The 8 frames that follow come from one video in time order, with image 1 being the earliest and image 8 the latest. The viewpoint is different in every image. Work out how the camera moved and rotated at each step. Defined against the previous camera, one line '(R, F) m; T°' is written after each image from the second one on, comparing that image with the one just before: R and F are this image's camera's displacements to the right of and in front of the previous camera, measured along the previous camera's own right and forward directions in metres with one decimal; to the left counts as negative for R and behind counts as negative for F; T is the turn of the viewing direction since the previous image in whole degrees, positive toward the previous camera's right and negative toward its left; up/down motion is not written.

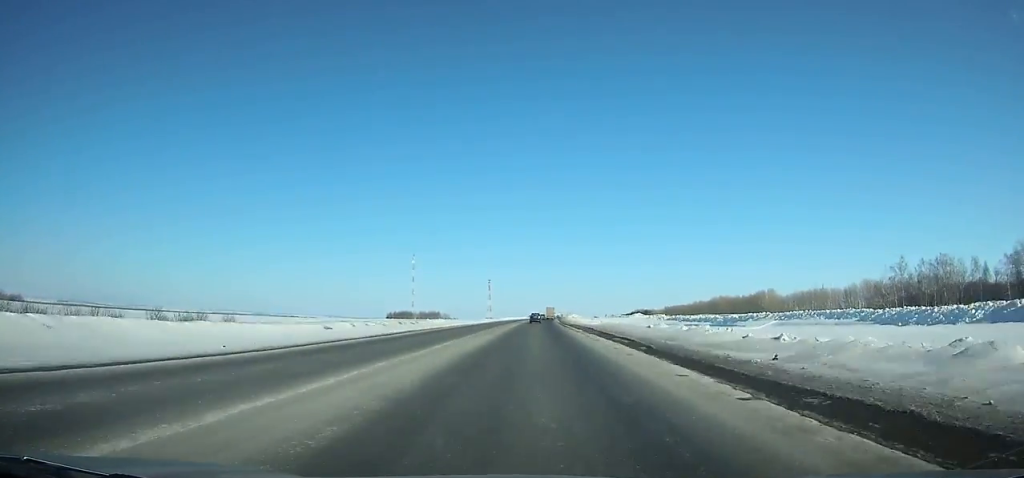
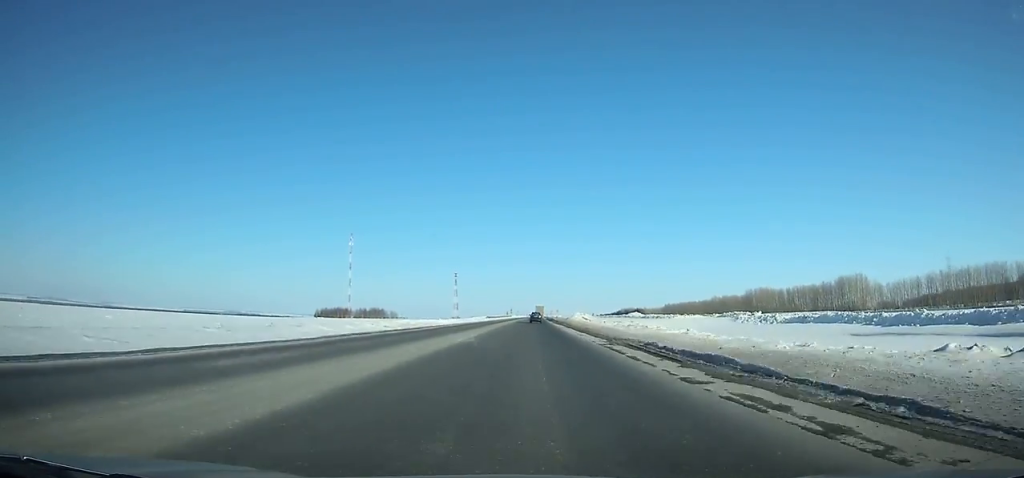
(+2.3, +134.1) m; +3°
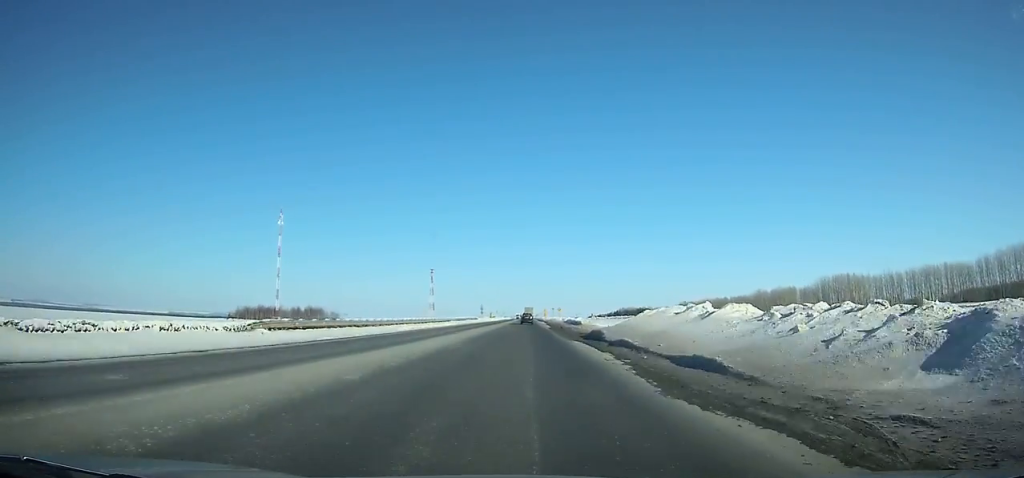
(+2.2, +112.9) m; +1°
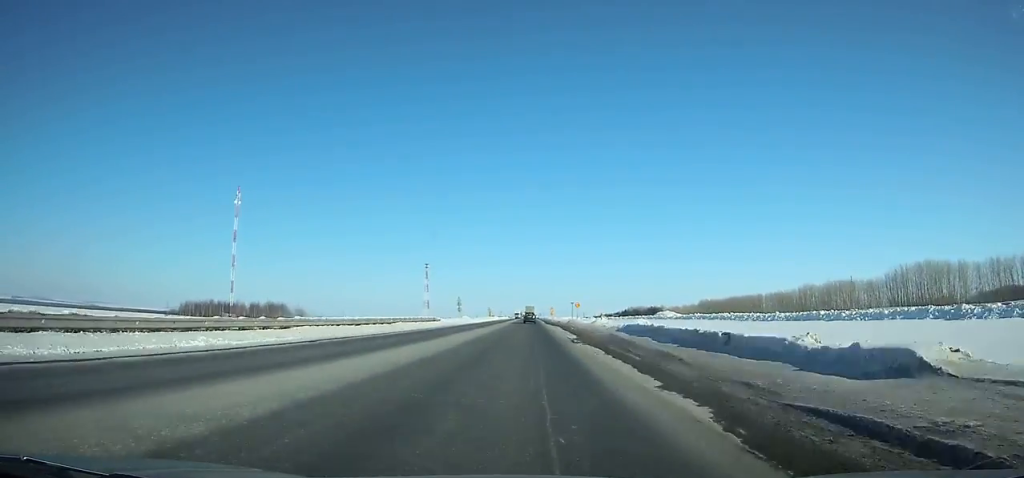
(0.0, +57.5) m; 0°
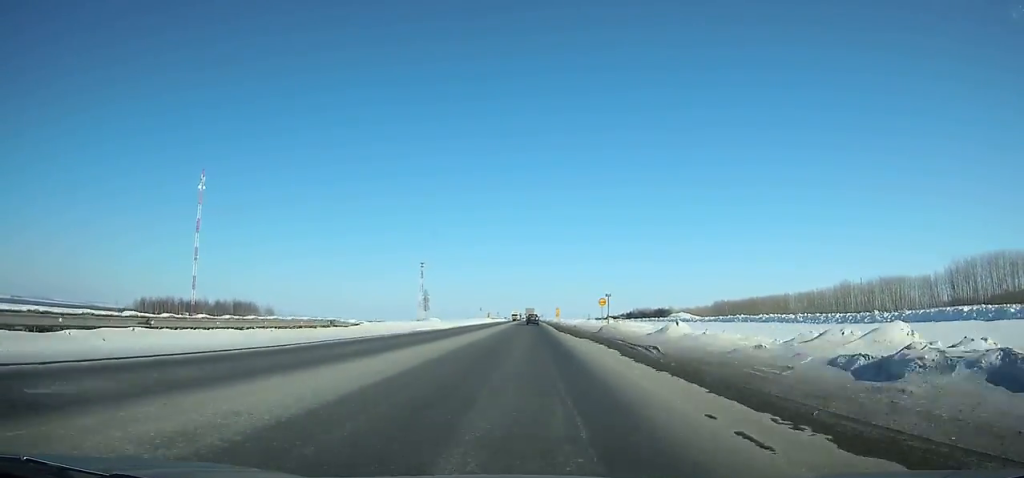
(-0.1, +35.8) m; 0°
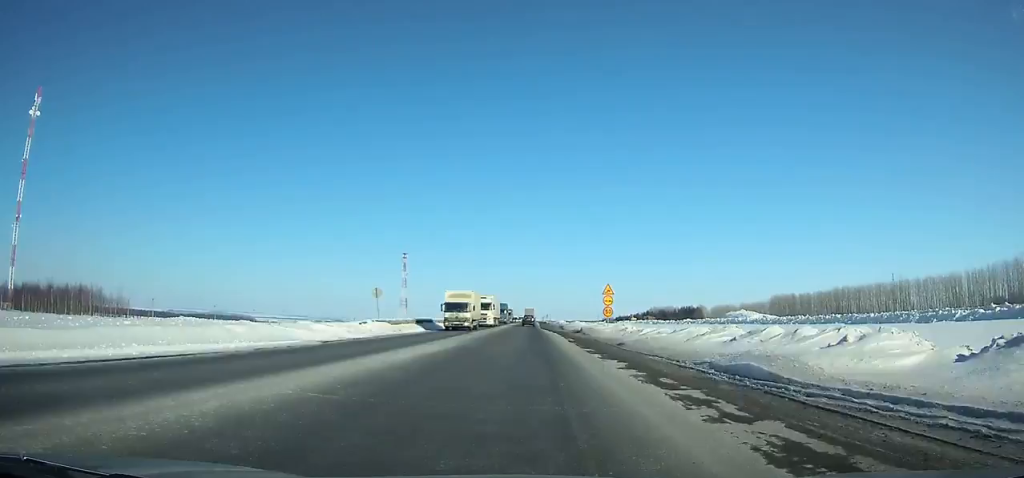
(-0.4, +102.4) m; -1°
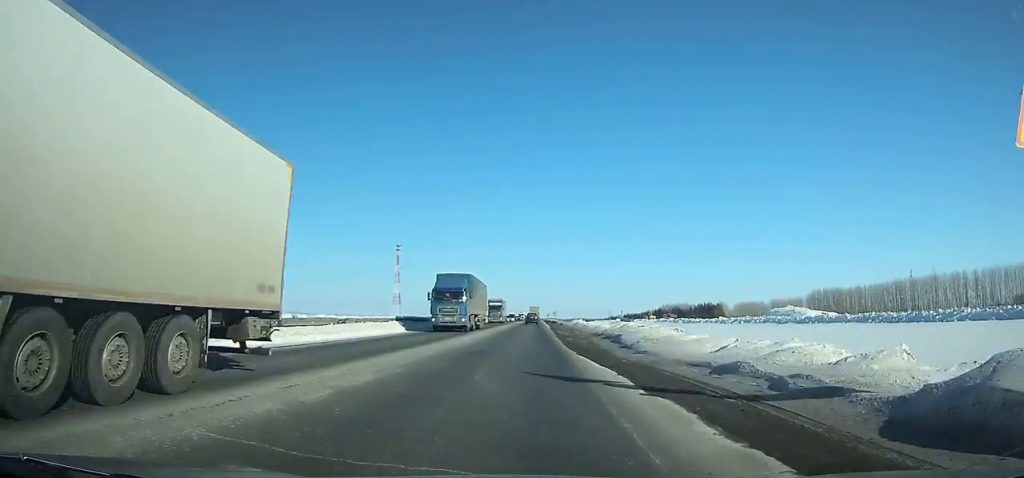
(-0.2, +45.2) m; 0°
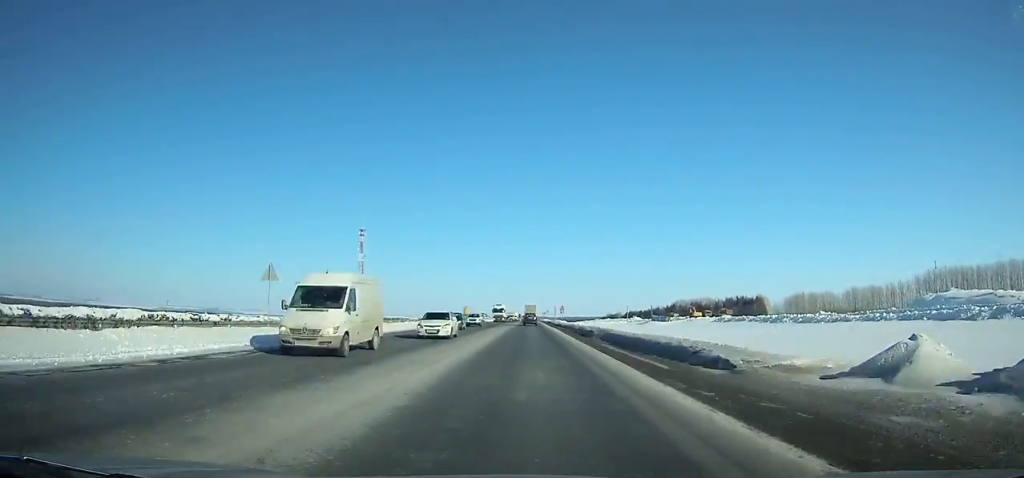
(+0.4, +89.6) m; +1°
